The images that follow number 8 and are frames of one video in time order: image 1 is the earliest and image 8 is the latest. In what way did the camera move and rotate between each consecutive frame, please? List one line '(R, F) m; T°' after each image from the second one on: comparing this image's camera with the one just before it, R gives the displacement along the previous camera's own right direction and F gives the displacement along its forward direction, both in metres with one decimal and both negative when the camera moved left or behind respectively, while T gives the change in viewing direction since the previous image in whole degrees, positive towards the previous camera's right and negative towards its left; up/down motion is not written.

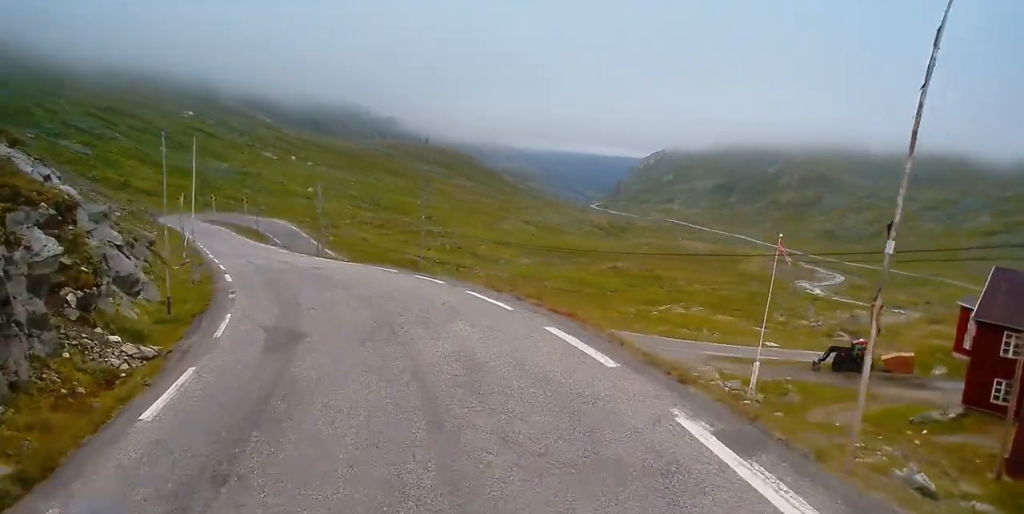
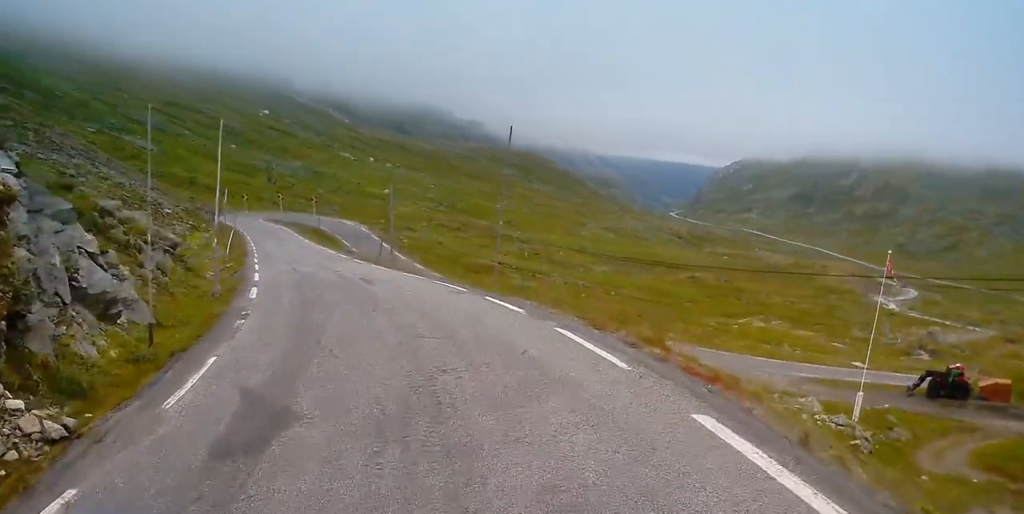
(-0.2, +5.6) m; -3°
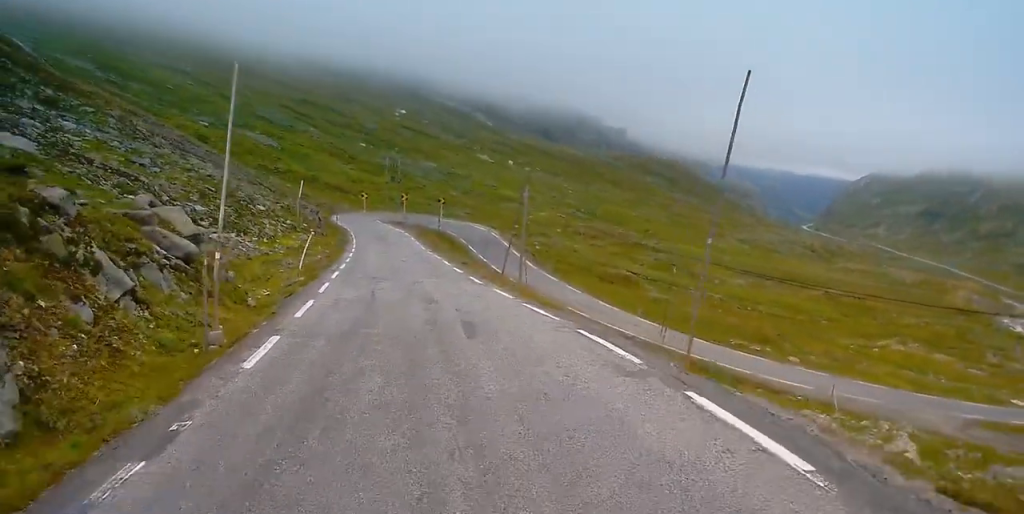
(-0.4, +10.2) m; -7°
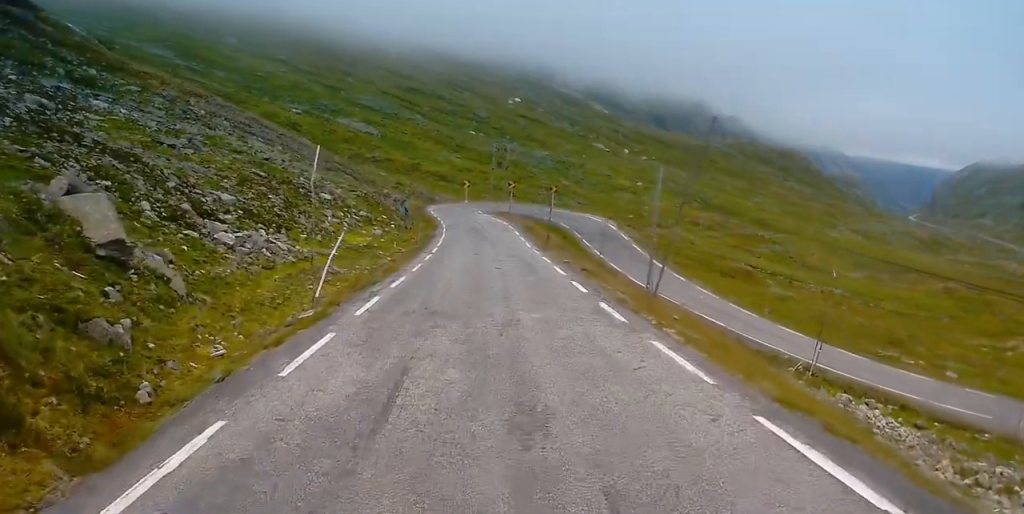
(-0.8, +13.3) m; -4°
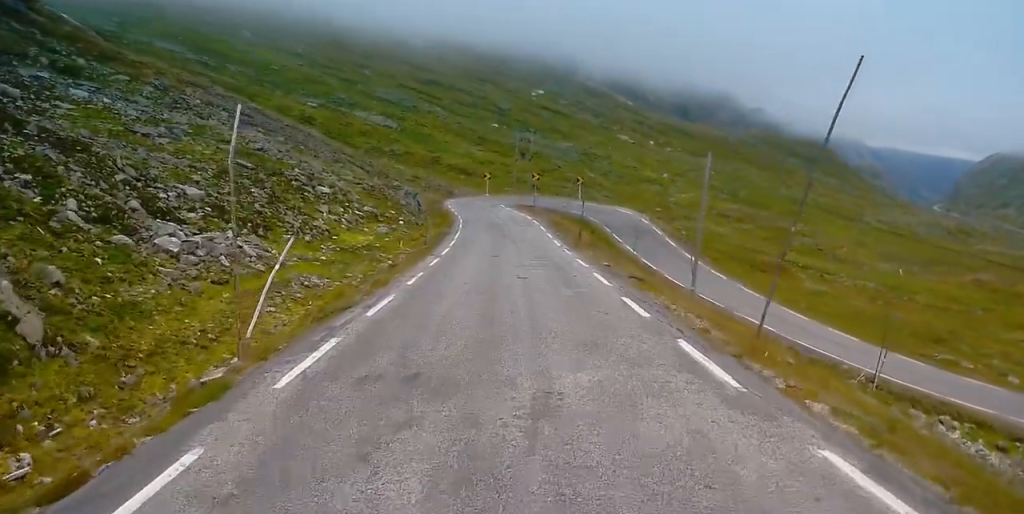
(-0.1, +7.1) m; -1°
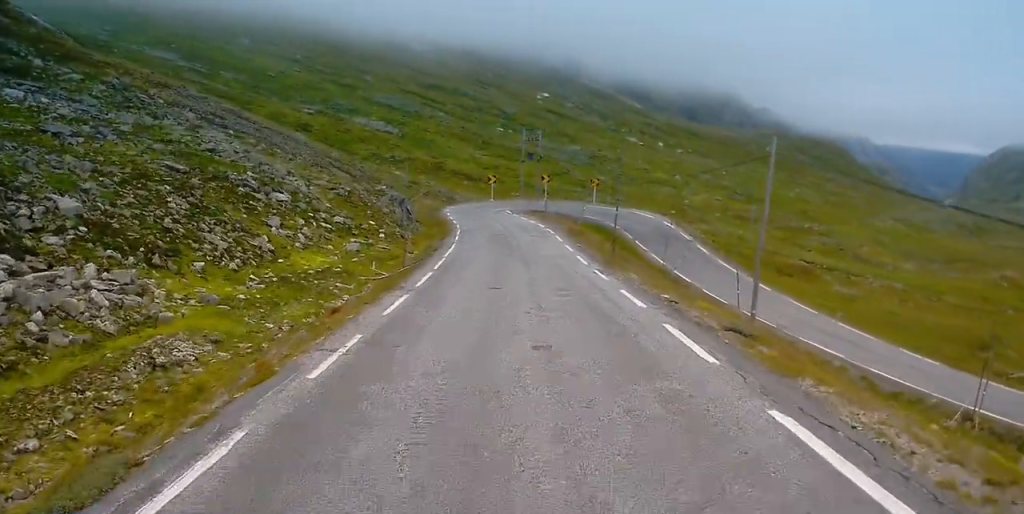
(-0.1, +10.9) m; -1°
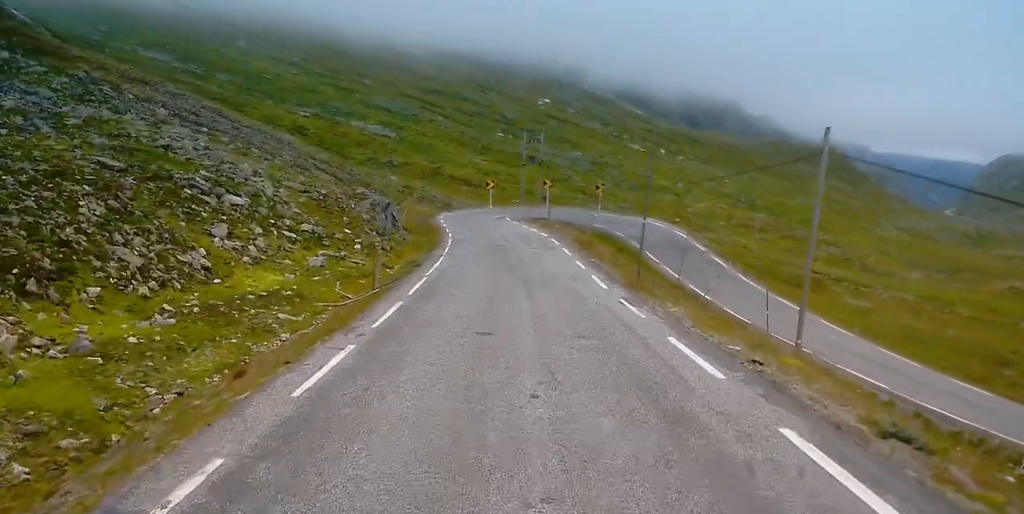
(0.0, +6.5) m; 0°
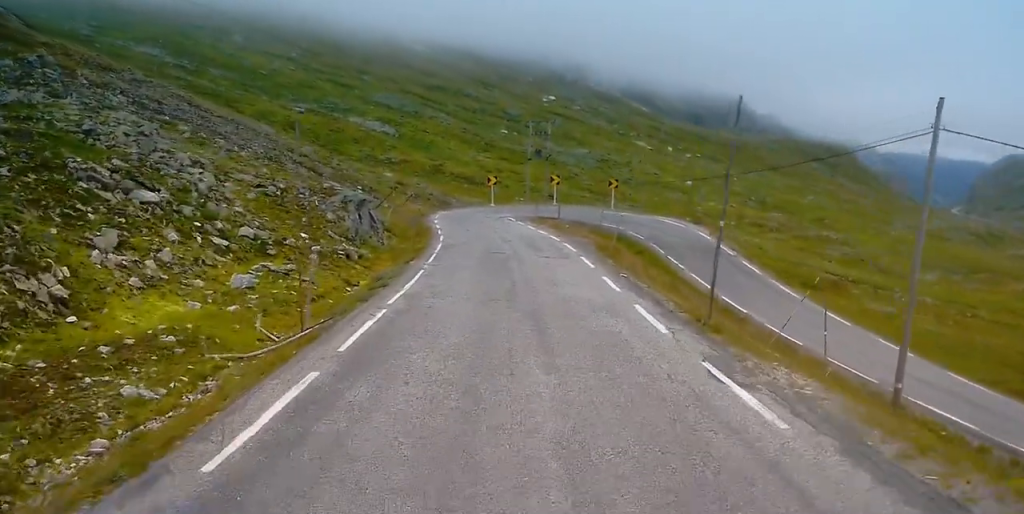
(0.0, +8.3) m; 0°
